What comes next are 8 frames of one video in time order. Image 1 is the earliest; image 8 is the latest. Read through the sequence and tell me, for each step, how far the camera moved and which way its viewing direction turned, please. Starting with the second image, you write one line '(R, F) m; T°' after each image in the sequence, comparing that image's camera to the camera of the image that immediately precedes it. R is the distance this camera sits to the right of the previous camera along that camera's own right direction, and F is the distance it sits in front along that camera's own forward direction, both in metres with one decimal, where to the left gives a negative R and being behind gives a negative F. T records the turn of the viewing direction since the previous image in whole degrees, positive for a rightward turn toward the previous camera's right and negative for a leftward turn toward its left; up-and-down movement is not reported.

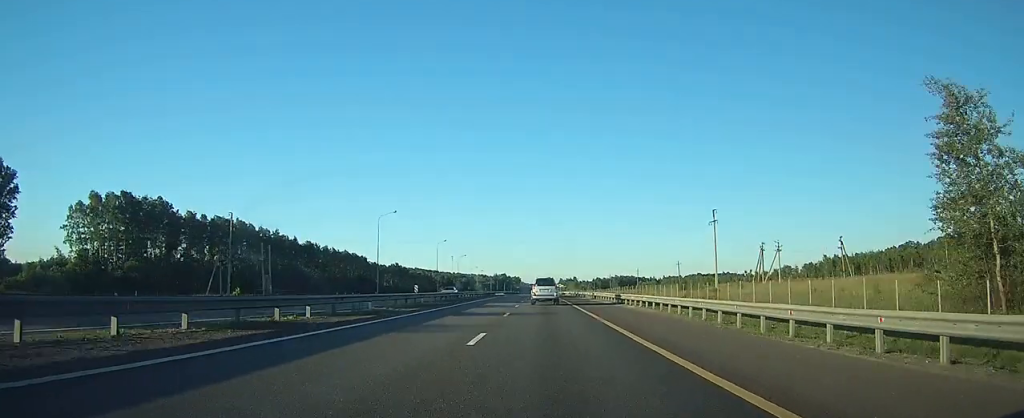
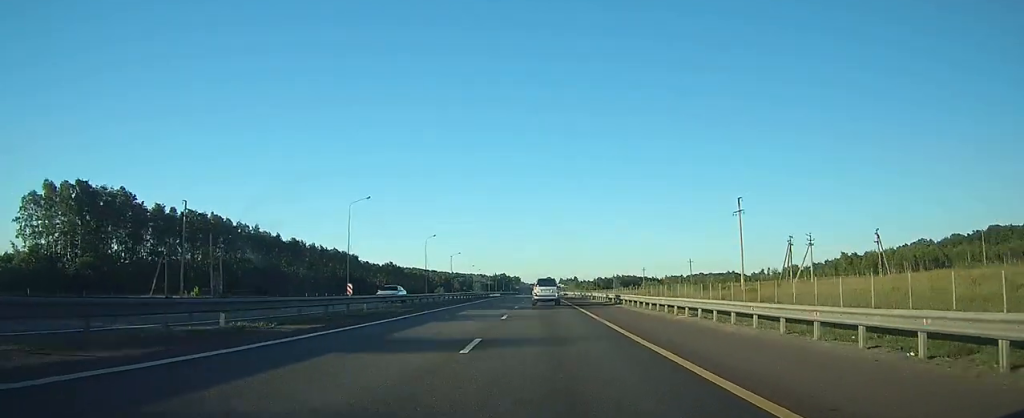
(0.0, +13.3) m; 0°
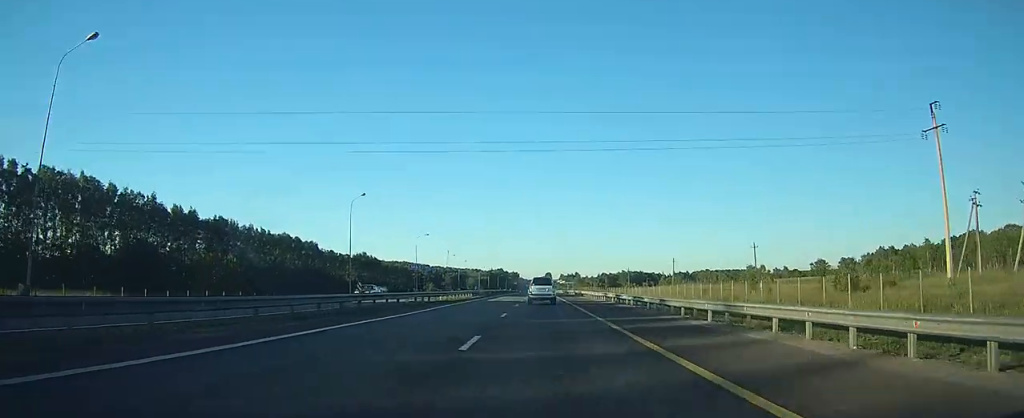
(0.0, +48.2) m; 0°
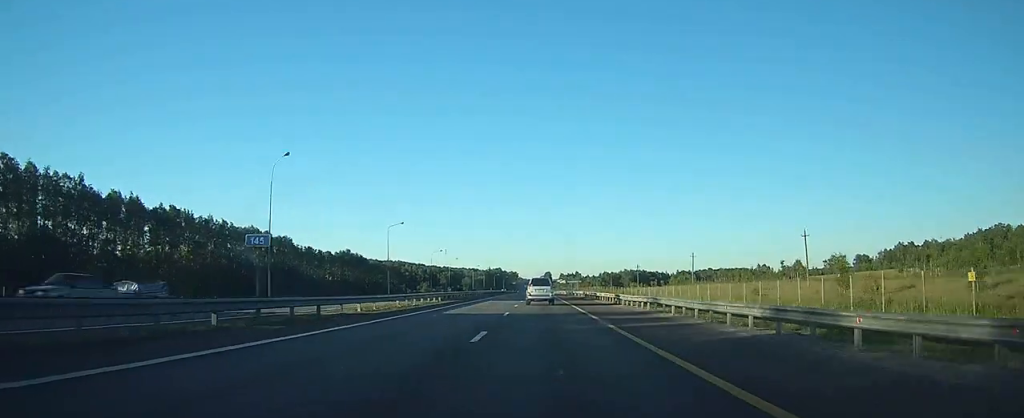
(0.0, +22.3) m; 0°
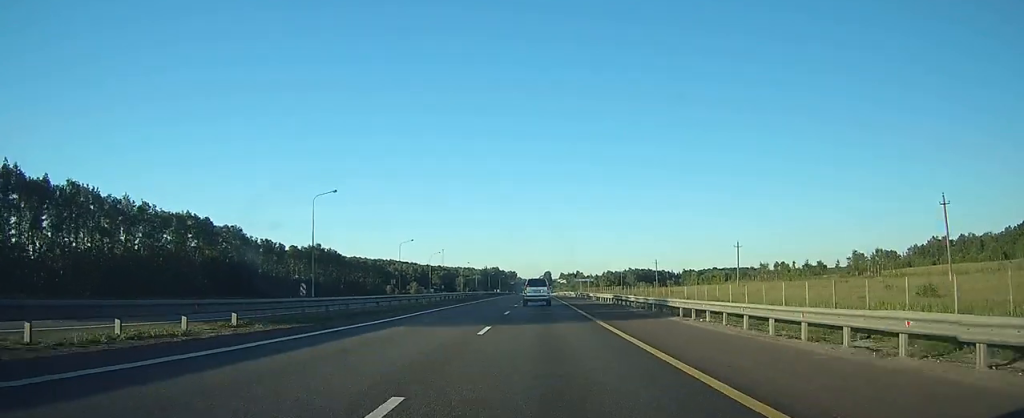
(-0.1, +33.7) m; 0°
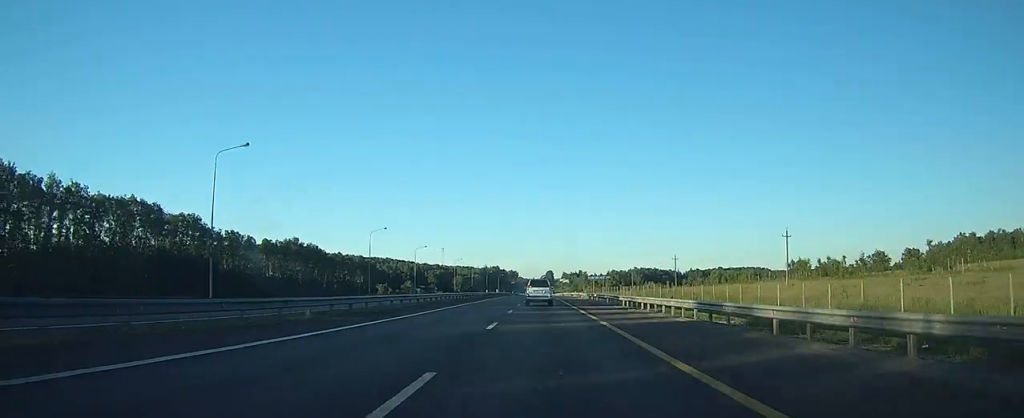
(0.0, +22.1) m; 0°
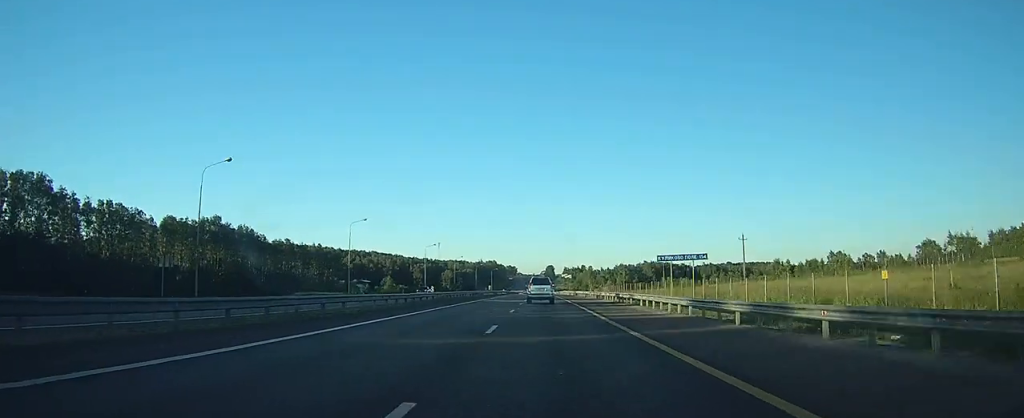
(-0.4, +50.1) m; 0°
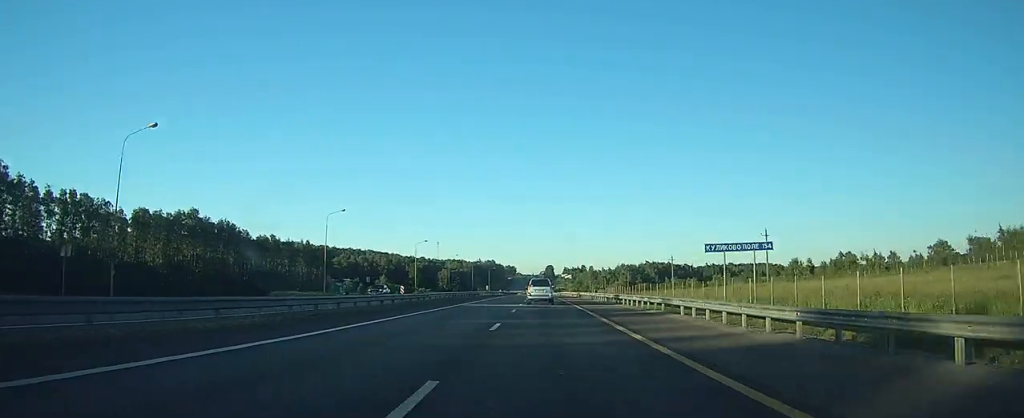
(0.0, +10.5) m; 0°
